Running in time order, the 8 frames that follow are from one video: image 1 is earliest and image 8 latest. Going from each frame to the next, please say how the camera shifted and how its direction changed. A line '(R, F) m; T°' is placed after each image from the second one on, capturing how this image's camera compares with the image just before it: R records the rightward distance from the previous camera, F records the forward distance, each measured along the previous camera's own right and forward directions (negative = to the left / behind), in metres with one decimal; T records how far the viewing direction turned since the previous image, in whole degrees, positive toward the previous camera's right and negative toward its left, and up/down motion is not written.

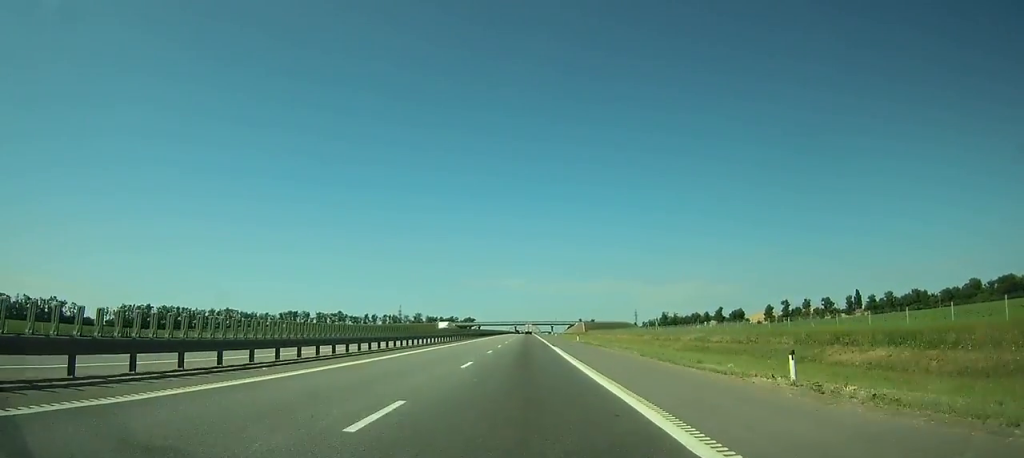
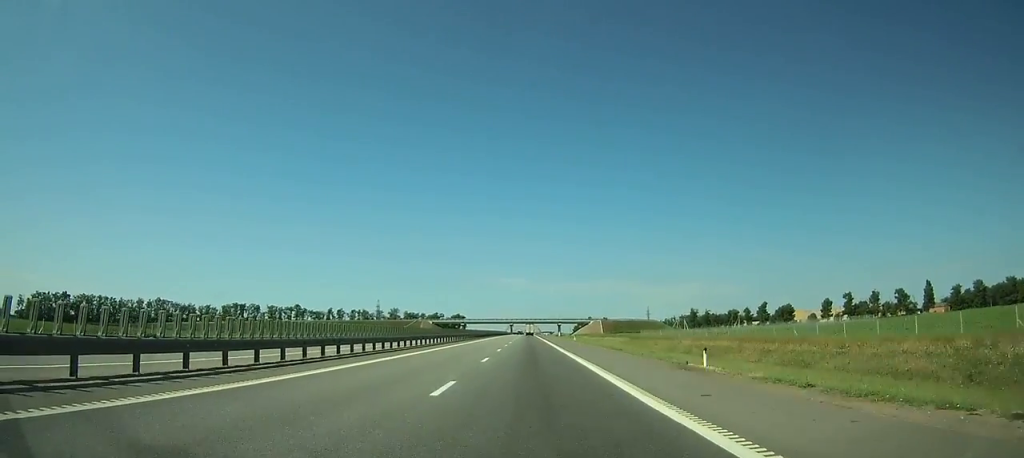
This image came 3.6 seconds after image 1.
(-0.2, +91.1) m; 0°
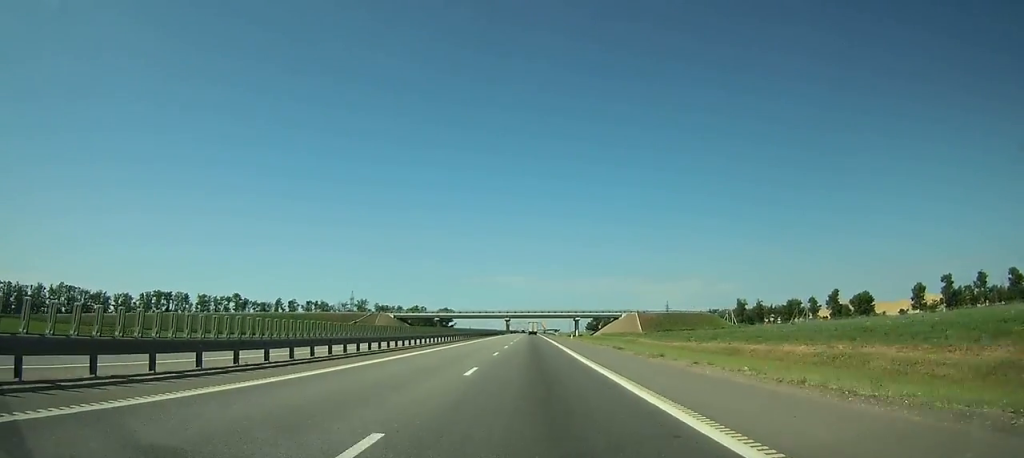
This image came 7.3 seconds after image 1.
(+0.1, +88.0) m; 0°
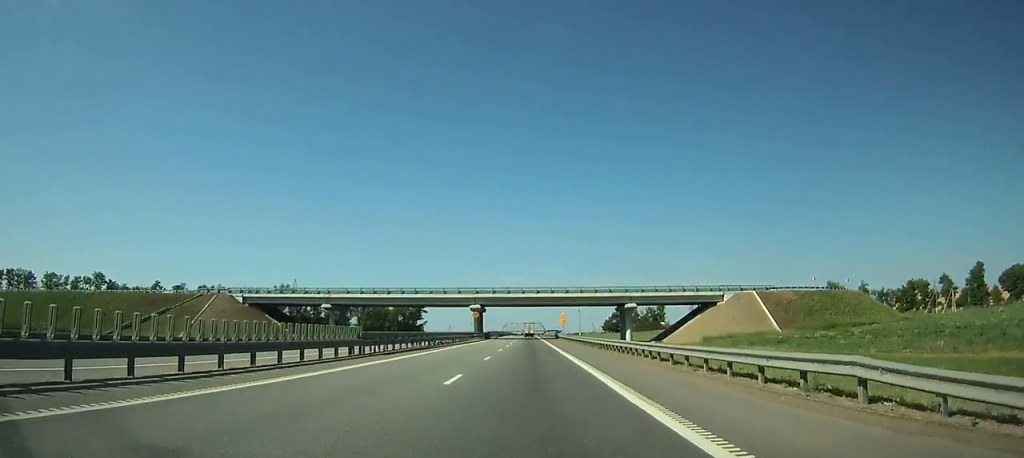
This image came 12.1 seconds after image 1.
(+0.1, +114.2) m; 0°
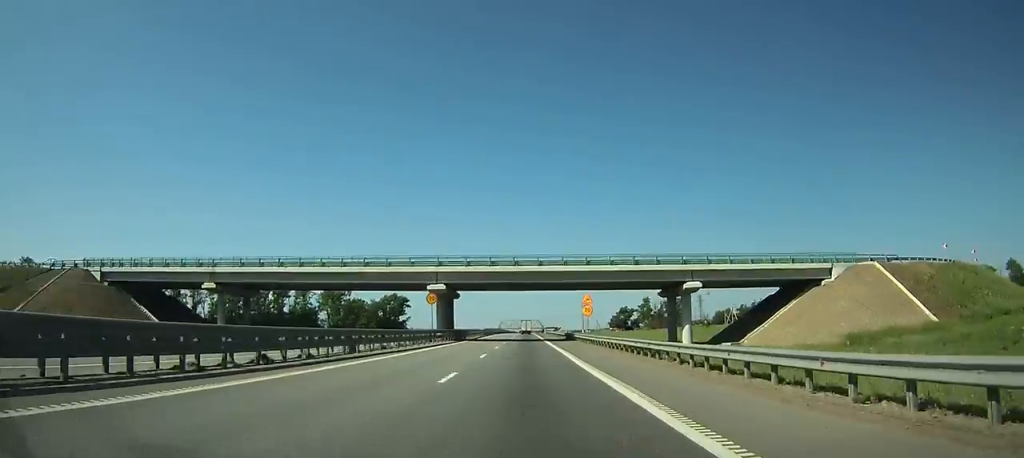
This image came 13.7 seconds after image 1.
(0.0, +37.4) m; 0°
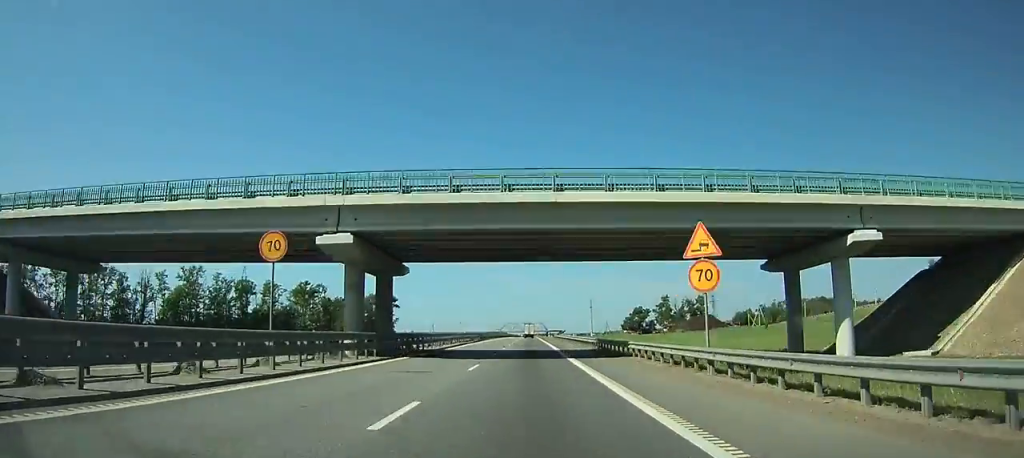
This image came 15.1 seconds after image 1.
(0.0, +31.9) m; 0°
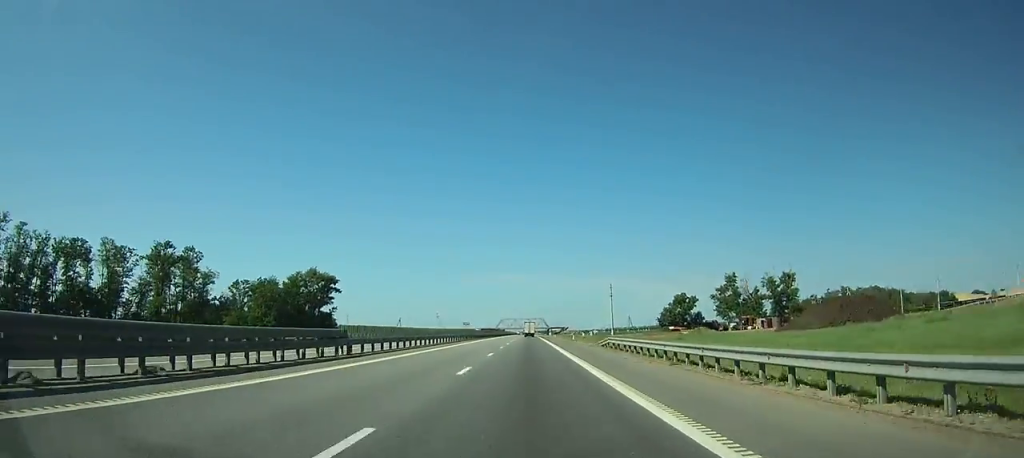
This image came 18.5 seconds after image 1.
(+0.1, +76.9) m; 0°
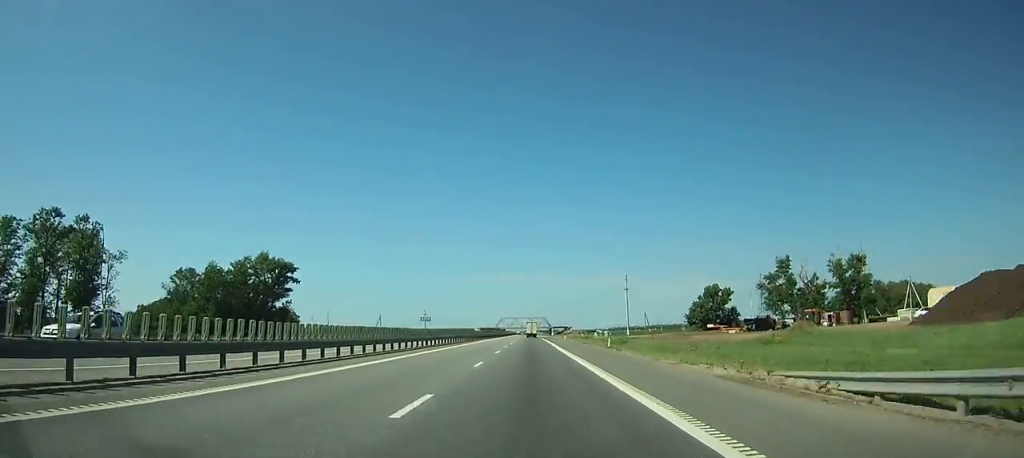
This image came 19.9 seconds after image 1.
(0.0, +31.4) m; 0°
